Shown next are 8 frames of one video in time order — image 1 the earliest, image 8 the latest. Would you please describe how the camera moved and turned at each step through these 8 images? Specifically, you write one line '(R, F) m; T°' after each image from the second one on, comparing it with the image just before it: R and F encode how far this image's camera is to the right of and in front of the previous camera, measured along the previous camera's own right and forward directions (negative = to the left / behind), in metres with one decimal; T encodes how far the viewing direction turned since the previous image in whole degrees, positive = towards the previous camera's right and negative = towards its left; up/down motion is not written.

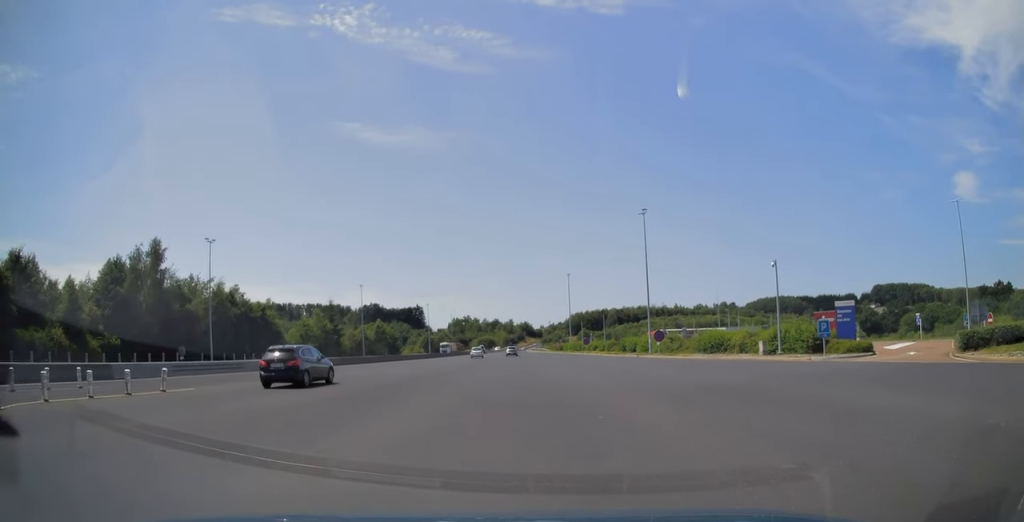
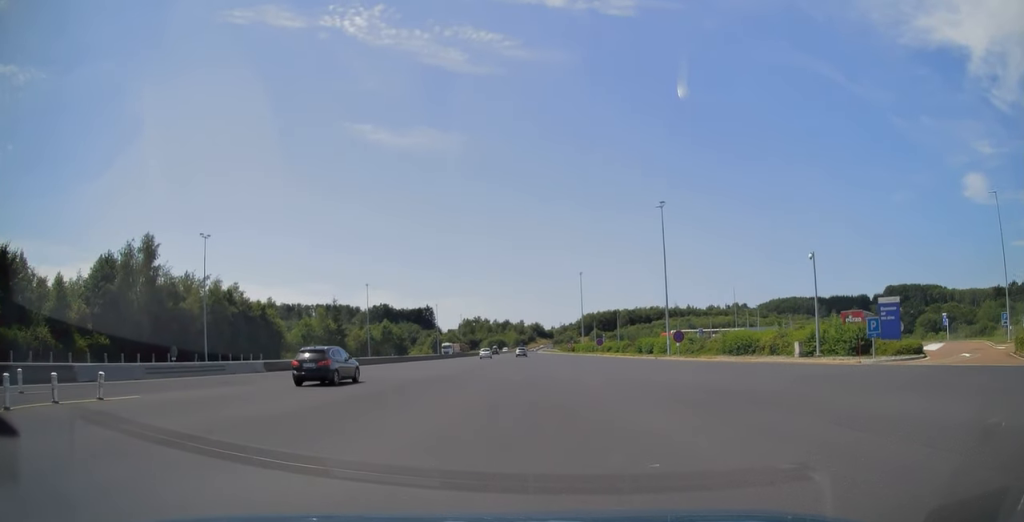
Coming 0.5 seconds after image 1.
(-0.1, +4.3) m; -1°
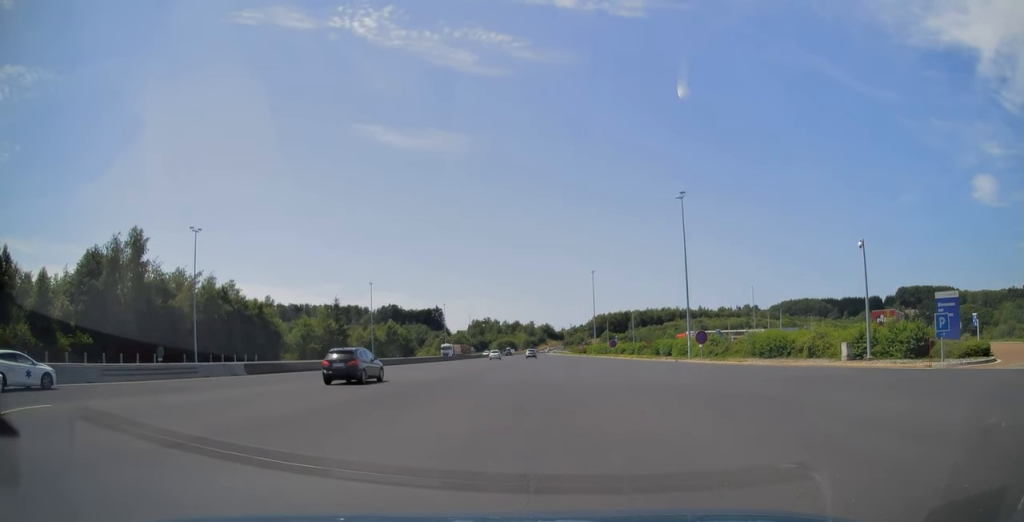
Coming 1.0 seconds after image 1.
(0.0, +5.1) m; -1°
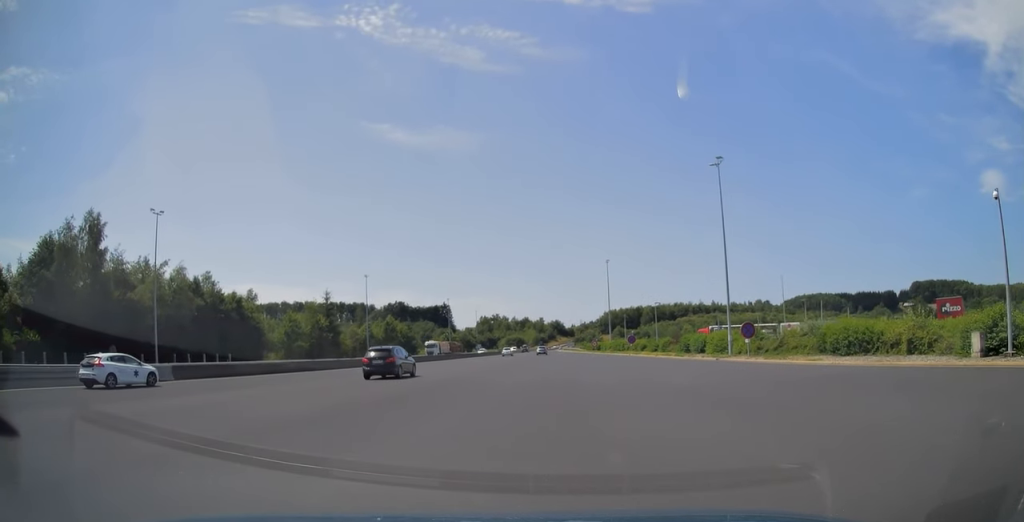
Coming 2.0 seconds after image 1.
(-0.2, +10.1) m; -1°
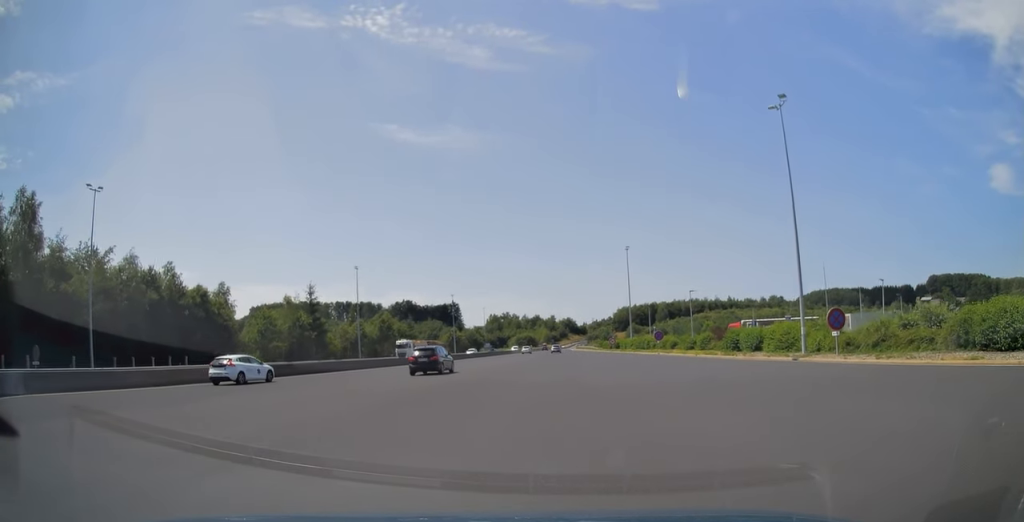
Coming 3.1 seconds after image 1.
(-0.1, +12.2) m; -1°
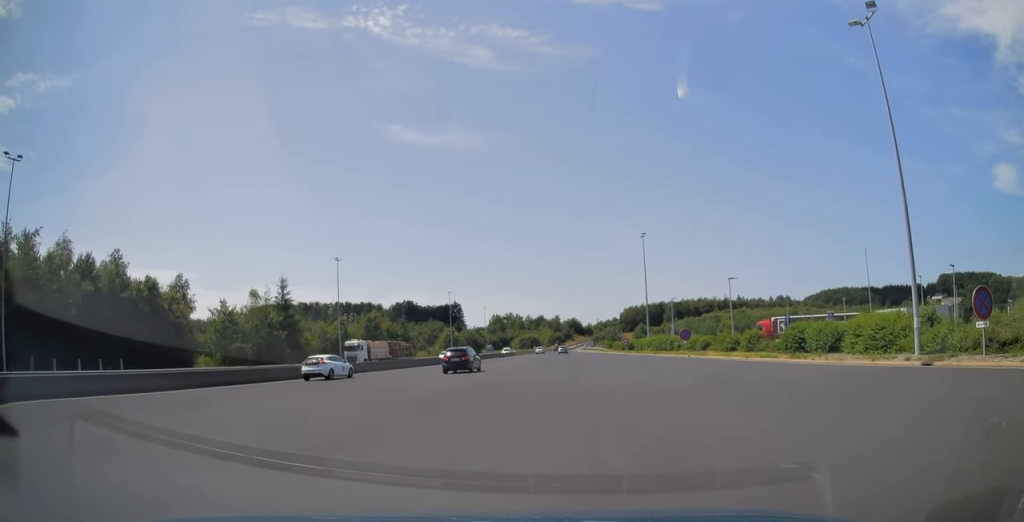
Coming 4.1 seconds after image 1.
(0.0, +11.7) m; -1°
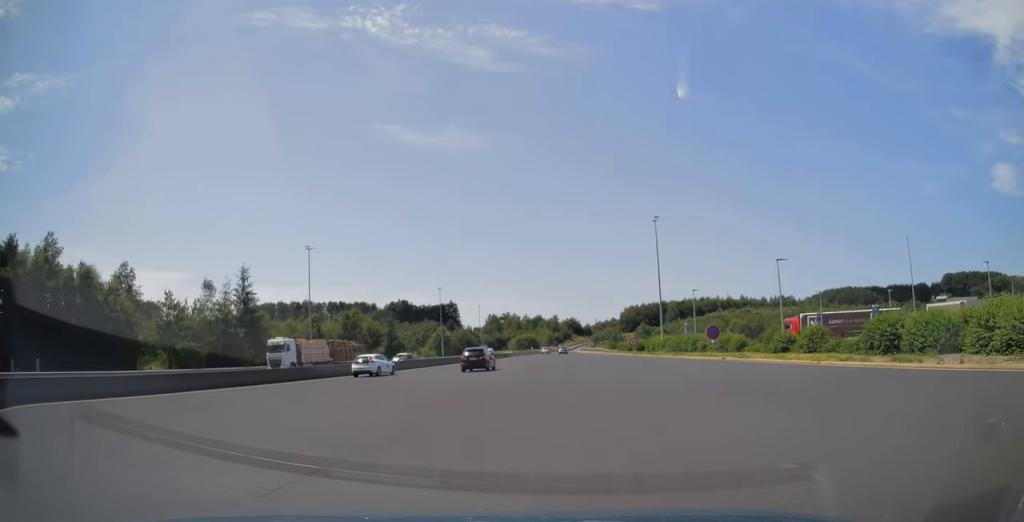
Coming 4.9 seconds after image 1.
(-0.1, +11.0) m; 0°
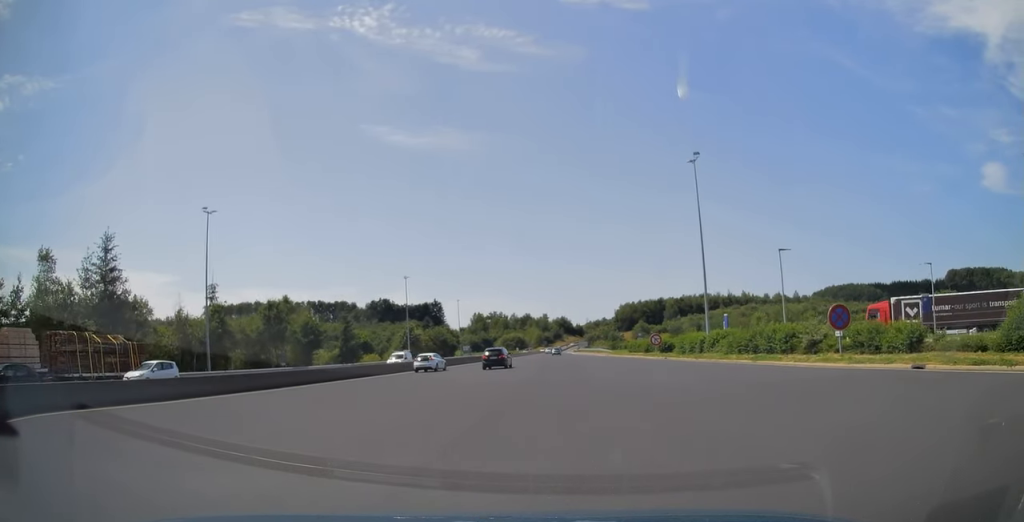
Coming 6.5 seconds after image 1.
(+0.2, +24.0) m; +2°
